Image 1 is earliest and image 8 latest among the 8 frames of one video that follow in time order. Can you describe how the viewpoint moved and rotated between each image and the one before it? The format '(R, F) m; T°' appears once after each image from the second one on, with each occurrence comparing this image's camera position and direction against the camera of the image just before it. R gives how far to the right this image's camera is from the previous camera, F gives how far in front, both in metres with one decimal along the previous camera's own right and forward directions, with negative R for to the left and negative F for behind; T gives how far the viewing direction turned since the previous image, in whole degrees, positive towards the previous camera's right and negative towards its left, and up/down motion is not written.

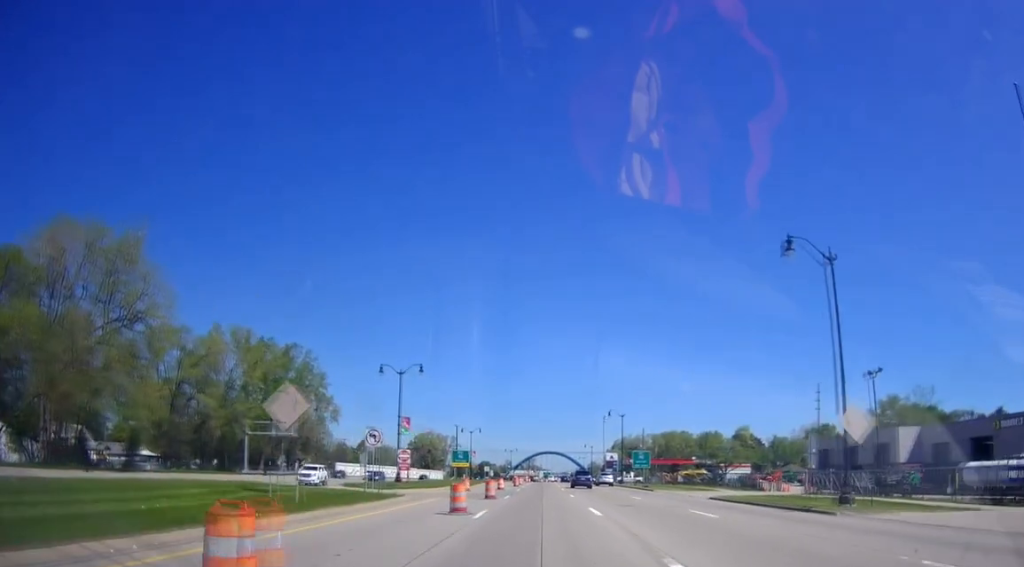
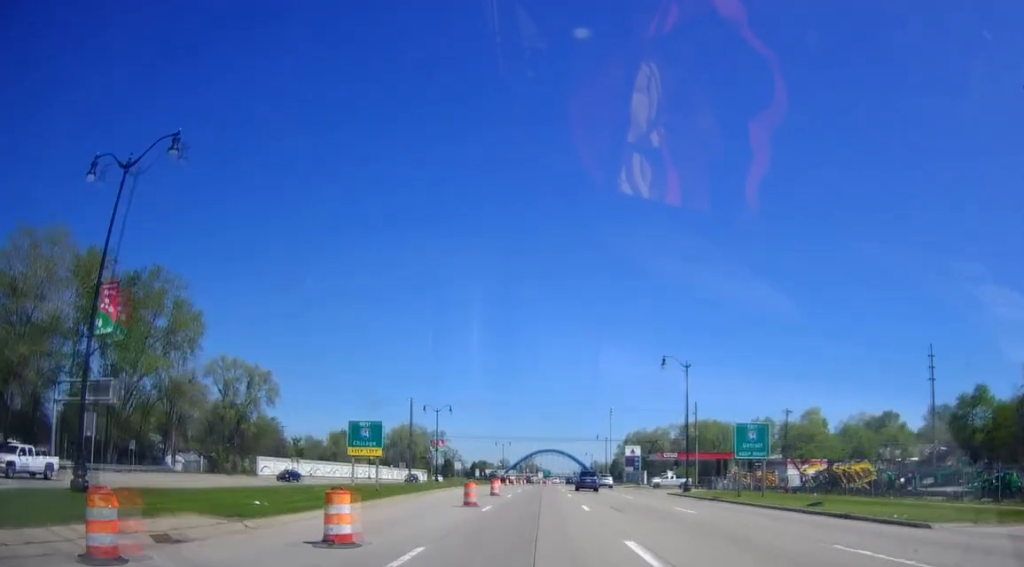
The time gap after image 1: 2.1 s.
(+1.4, +43.8) m; +1°
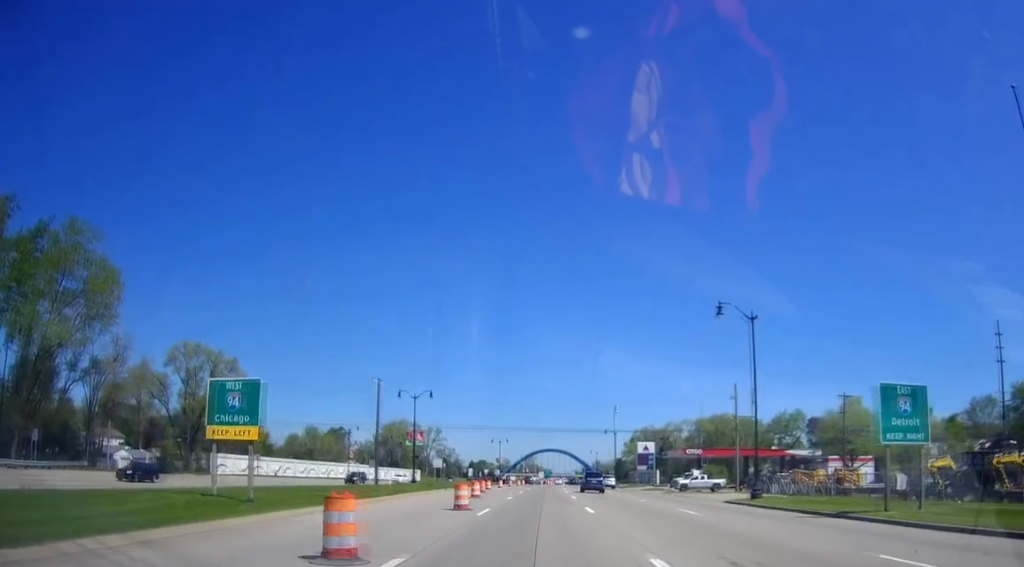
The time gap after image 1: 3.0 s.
(-0.3, +17.1) m; -1°
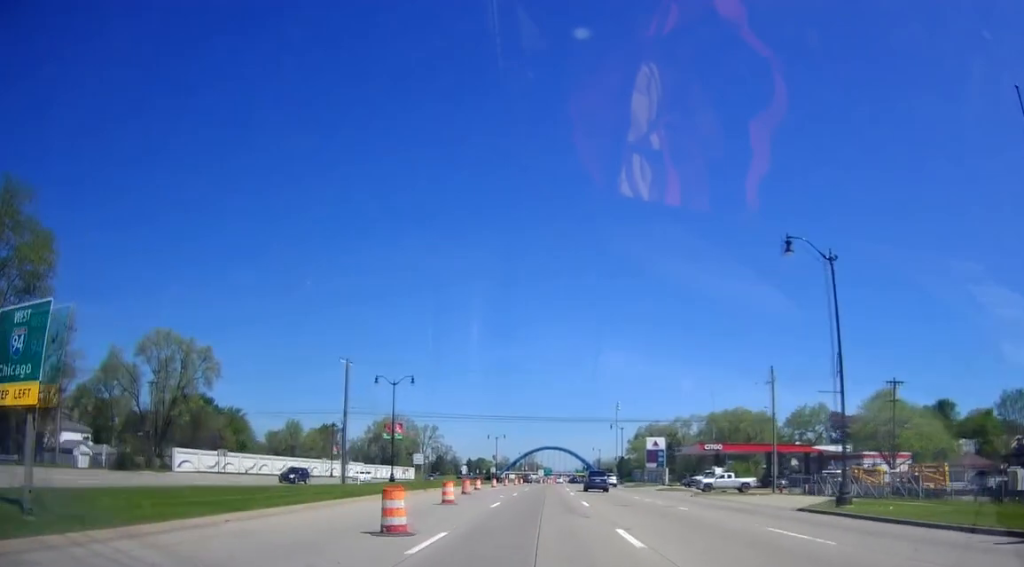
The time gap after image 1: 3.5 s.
(-0.3, +10.9) m; +1°
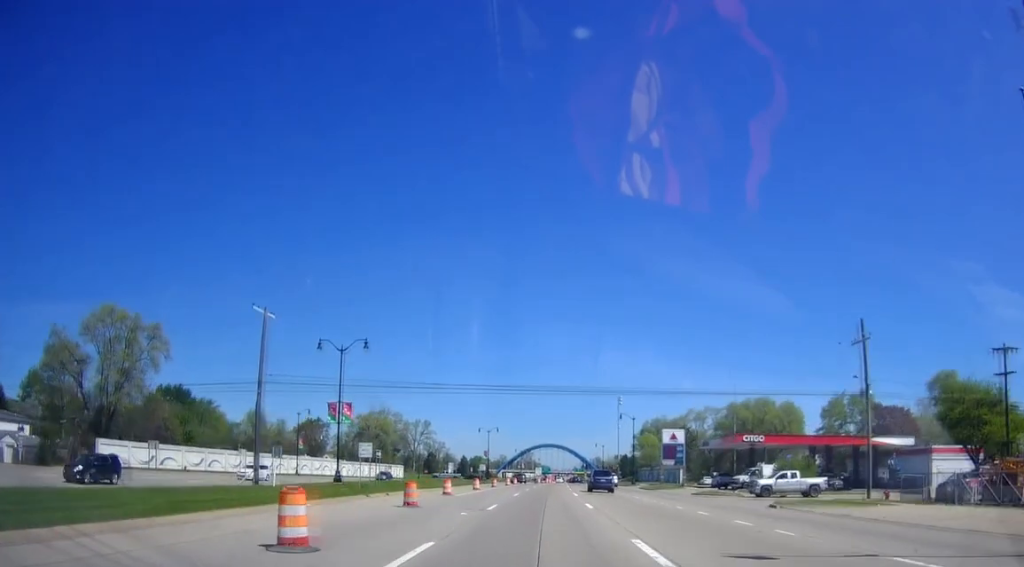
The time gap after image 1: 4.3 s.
(+0.6, +17.3) m; 0°
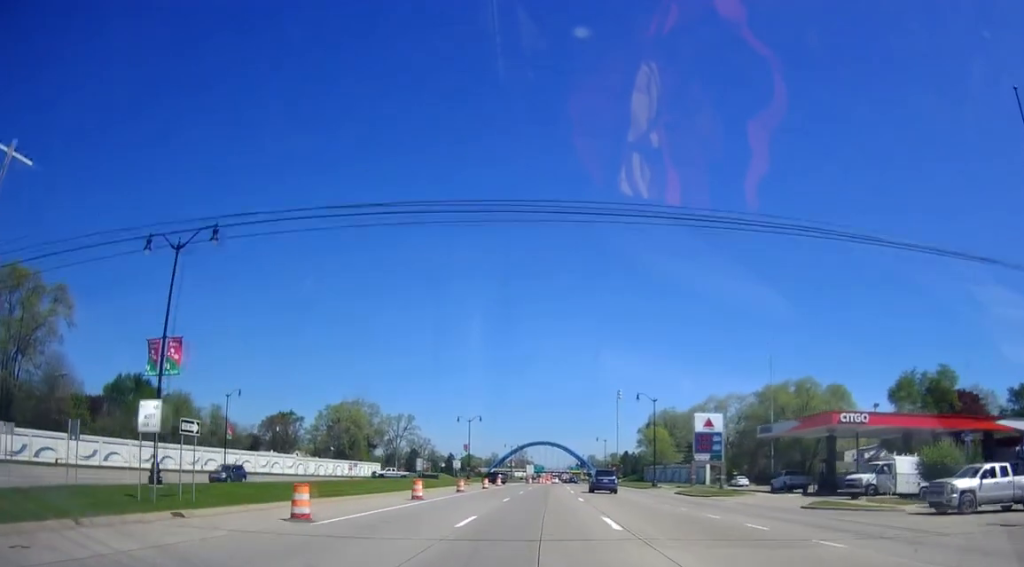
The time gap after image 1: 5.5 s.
(-0.6, +24.4) m; 0°
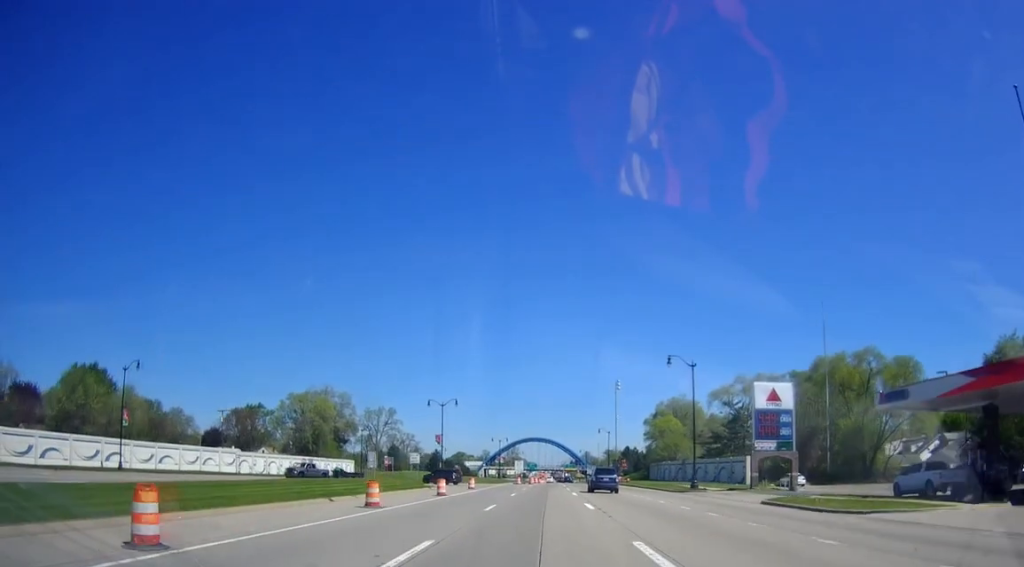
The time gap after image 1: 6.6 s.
(+0.8, +23.1) m; +2°
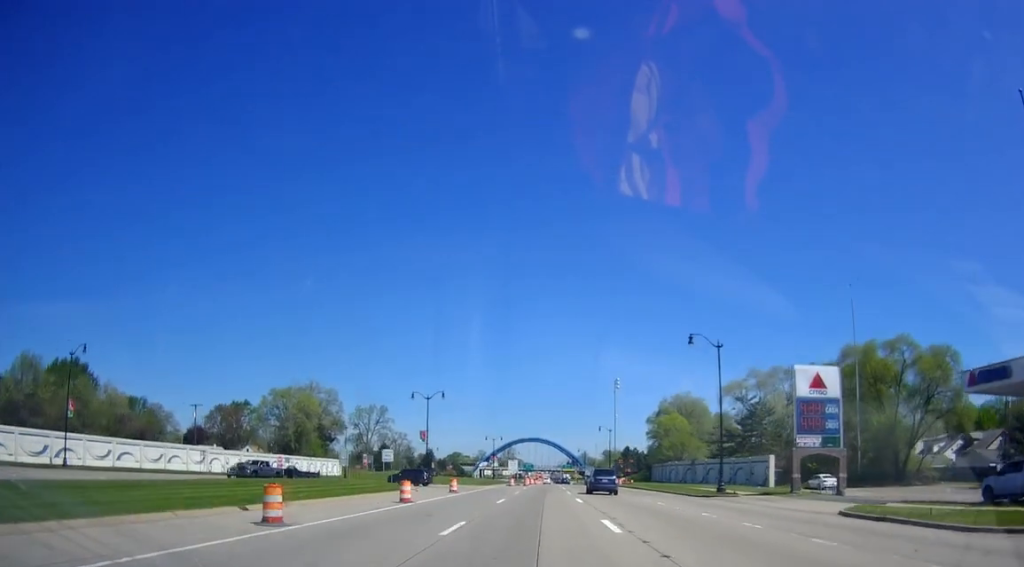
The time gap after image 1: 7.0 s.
(0.0, +9.0) m; 0°
